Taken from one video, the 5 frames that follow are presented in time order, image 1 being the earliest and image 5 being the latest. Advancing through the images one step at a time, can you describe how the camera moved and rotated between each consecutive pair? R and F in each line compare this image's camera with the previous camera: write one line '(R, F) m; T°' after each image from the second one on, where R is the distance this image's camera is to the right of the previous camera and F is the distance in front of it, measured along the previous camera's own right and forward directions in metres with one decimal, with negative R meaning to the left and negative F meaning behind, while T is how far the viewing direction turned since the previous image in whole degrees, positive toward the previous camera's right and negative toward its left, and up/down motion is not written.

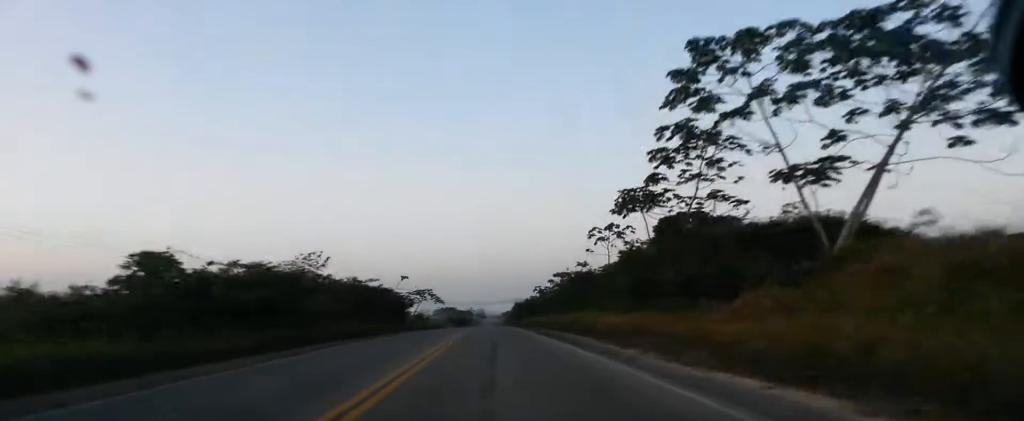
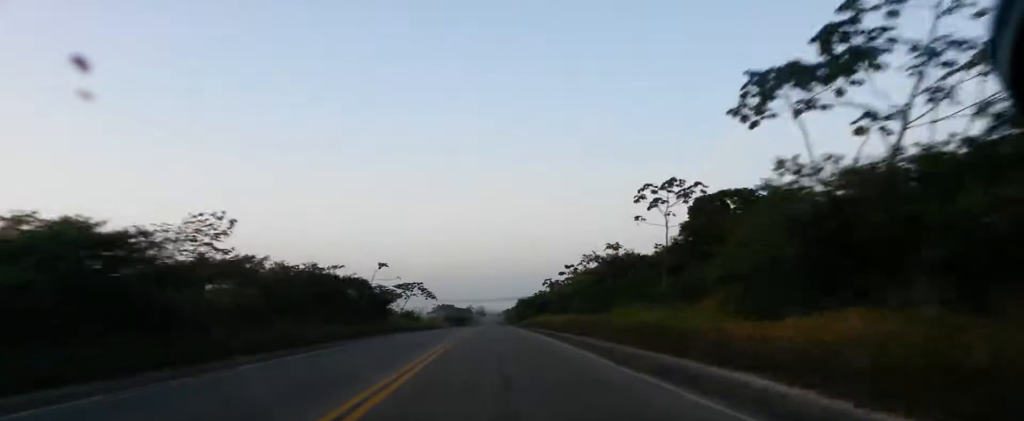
(-0.7, +17.9) m; 0°
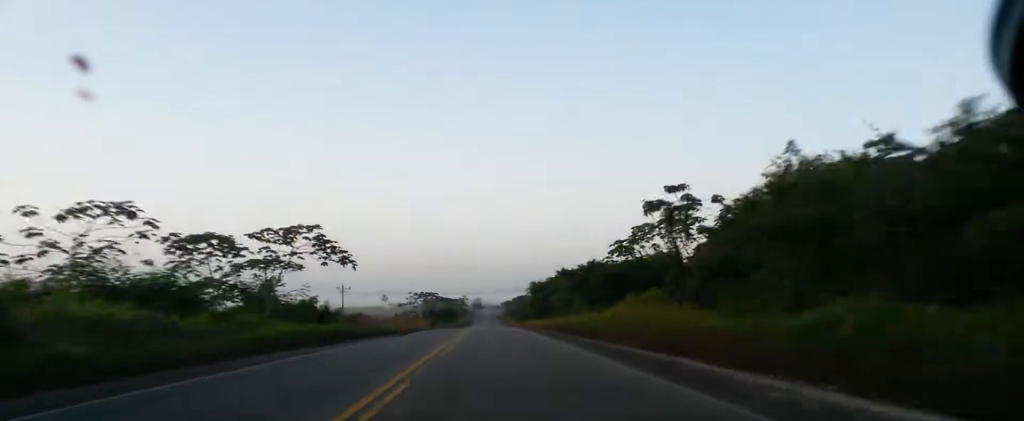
(+1.7, +60.3) m; +1°
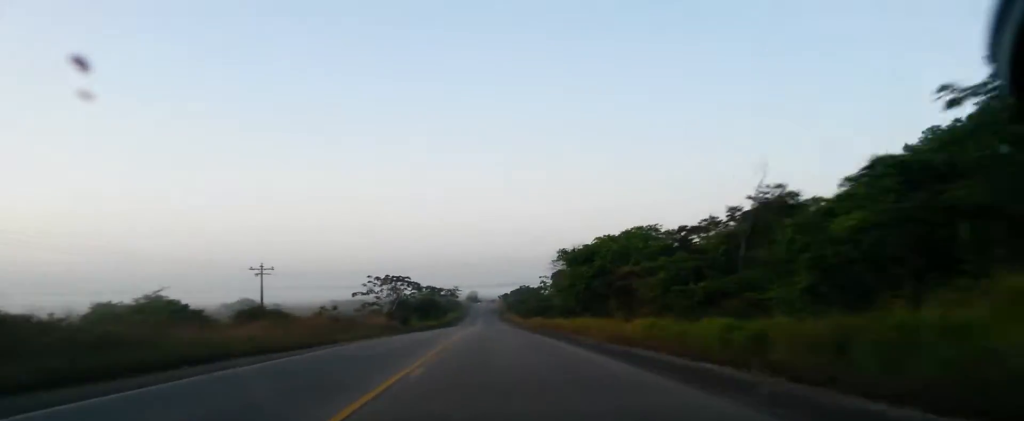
(-0.2, +45.9) m; +6°
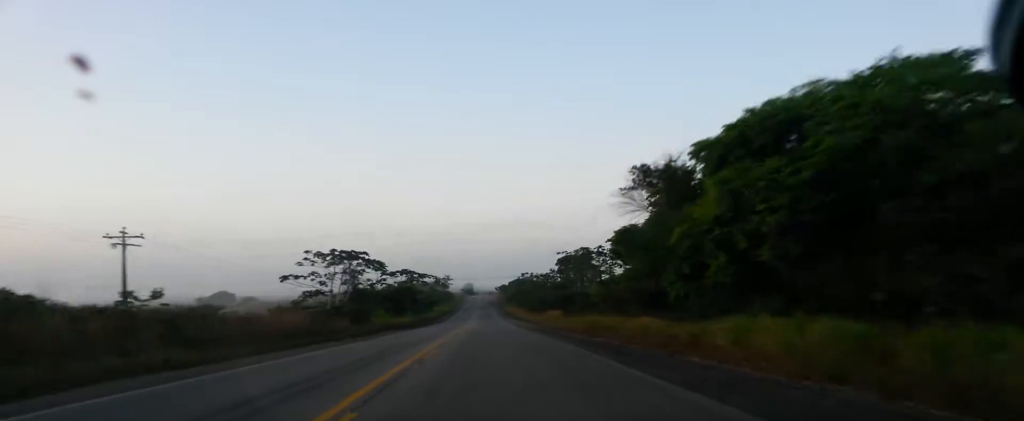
(+3.2, +31.7) m; -1°
